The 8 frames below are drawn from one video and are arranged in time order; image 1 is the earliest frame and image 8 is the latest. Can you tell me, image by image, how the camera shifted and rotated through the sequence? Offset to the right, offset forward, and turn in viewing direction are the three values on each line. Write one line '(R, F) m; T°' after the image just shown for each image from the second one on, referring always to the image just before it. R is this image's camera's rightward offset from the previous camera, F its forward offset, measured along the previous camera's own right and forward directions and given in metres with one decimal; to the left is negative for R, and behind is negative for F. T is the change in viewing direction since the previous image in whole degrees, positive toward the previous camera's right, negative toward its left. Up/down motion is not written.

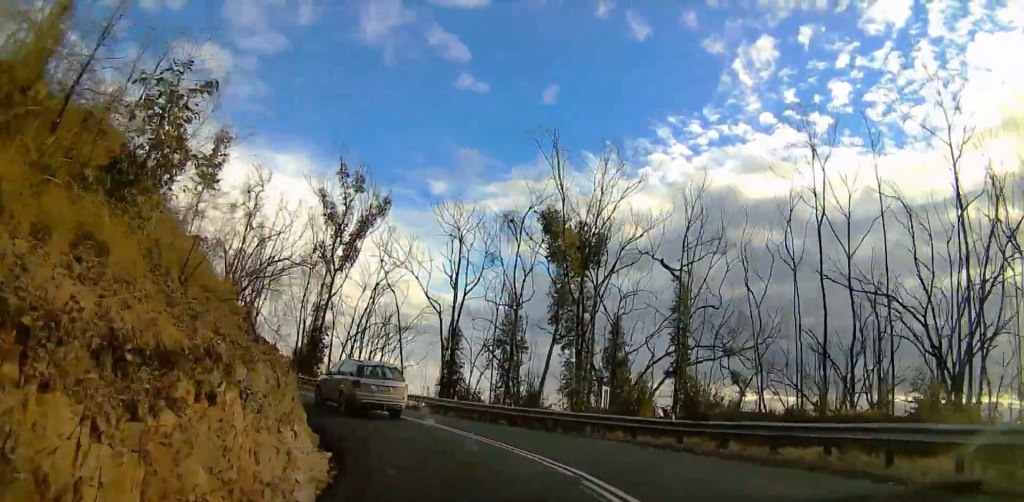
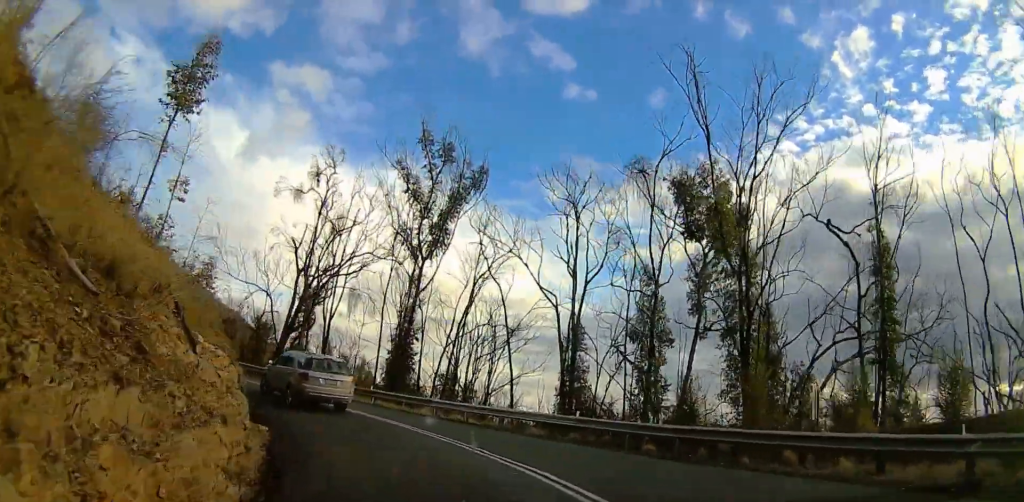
(+2.4, +11.4) m; +5°
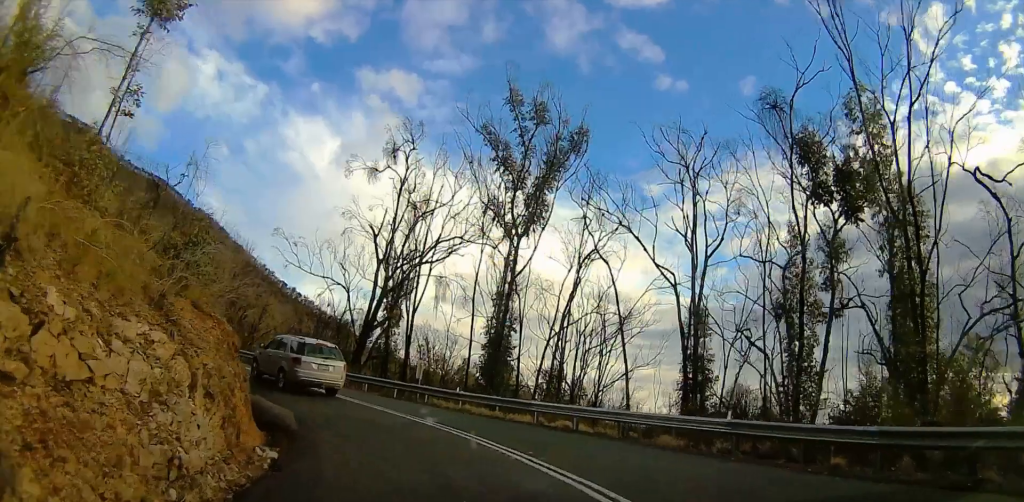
(-0.8, +5.8) m; -7°
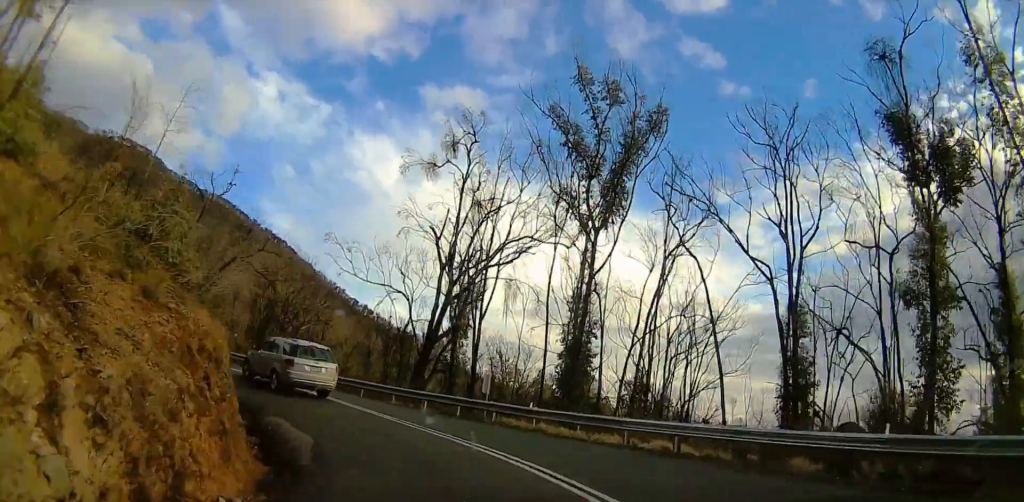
(-0.1, +4.1) m; -6°
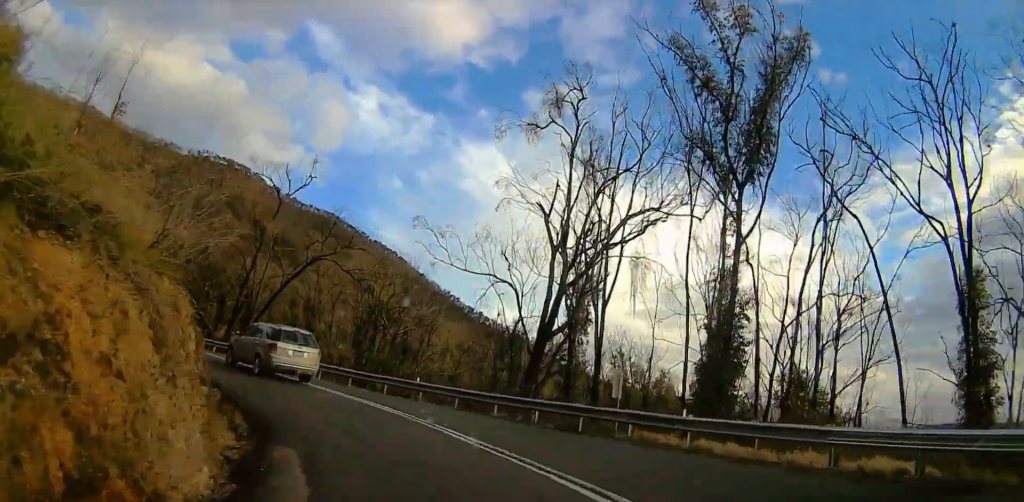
(-0.2, +5.6) m; -15°
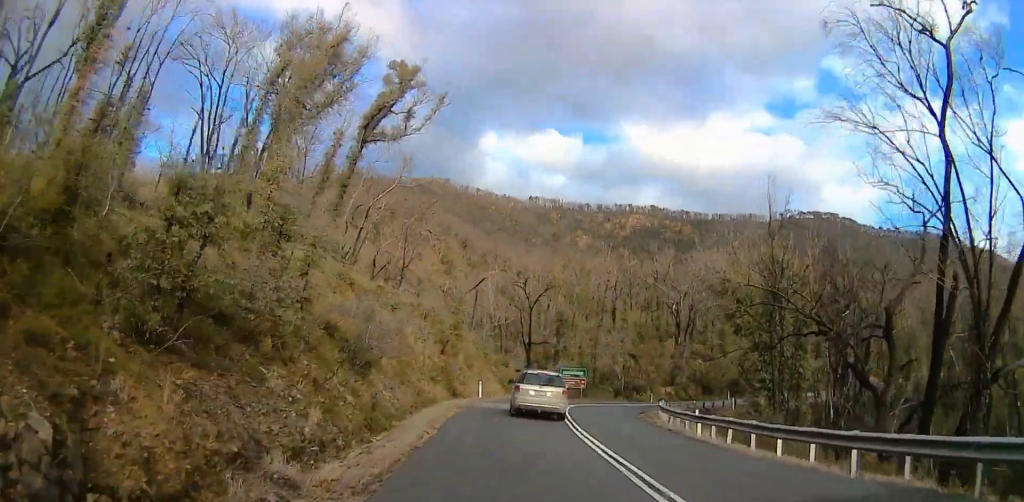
(-14.2, +22.7) m; -53°
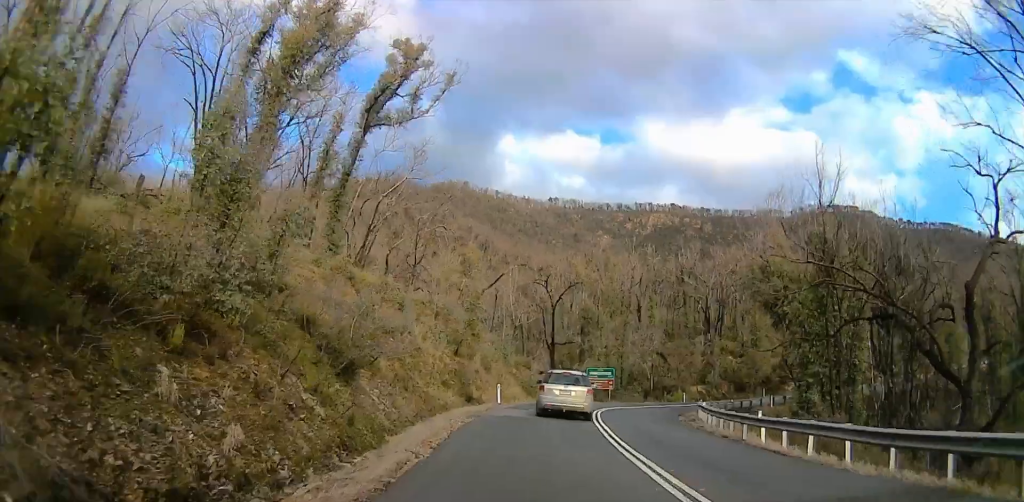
(-0.2, +4.4) m; -3°
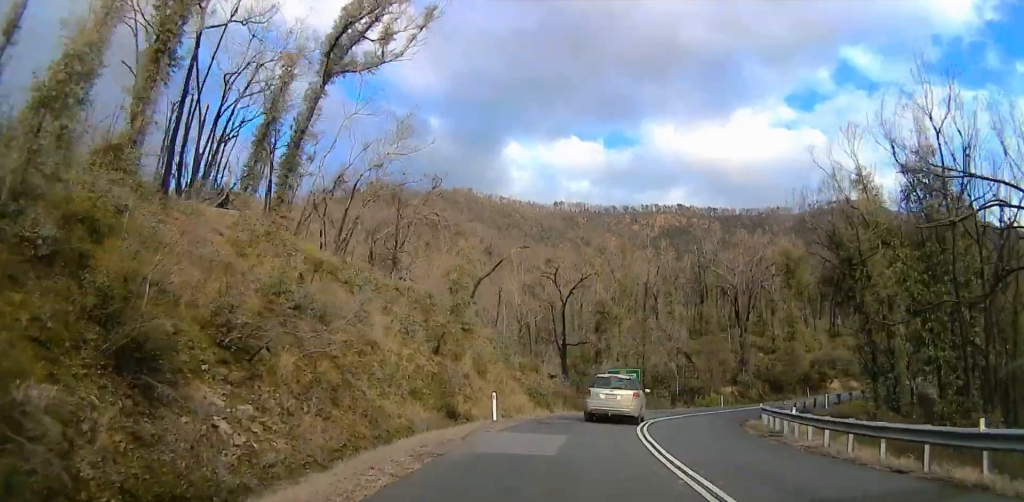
(0.0, +9.9) m; +1°
